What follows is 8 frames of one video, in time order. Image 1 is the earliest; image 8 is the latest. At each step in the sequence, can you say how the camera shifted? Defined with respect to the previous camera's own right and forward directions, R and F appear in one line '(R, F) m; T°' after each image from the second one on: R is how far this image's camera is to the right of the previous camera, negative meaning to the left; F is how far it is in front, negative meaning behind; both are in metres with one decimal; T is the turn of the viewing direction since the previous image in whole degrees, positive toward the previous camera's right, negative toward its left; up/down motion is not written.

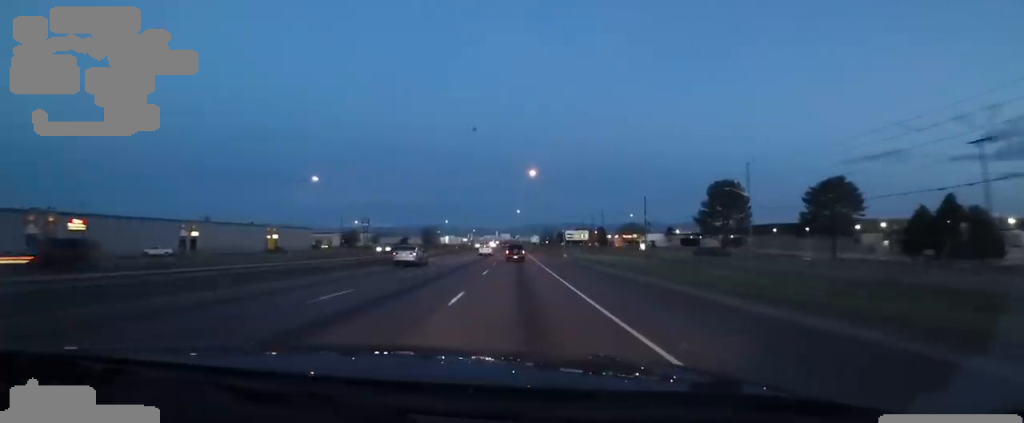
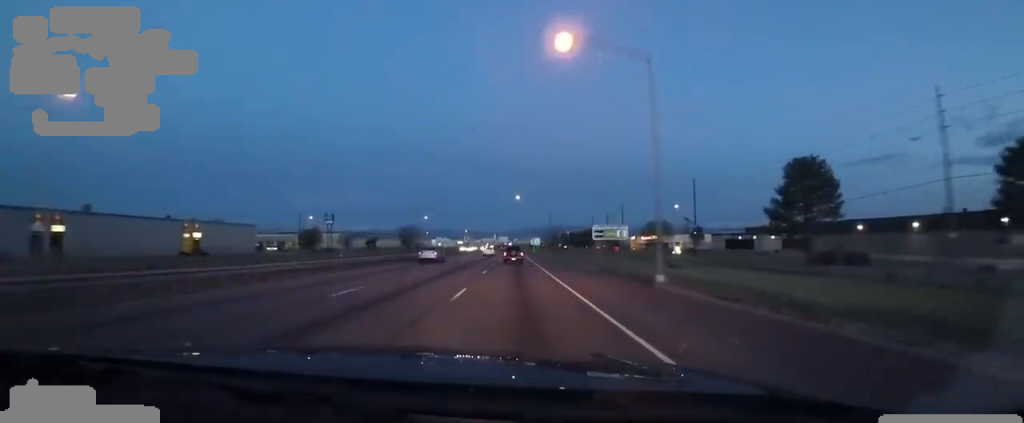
(0.0, +34.4) m; 0°
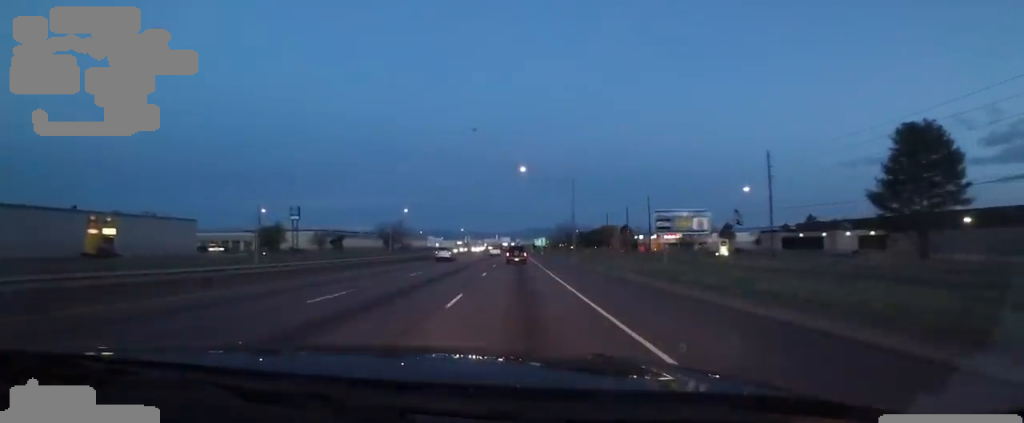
(0.0, +25.5) m; 0°
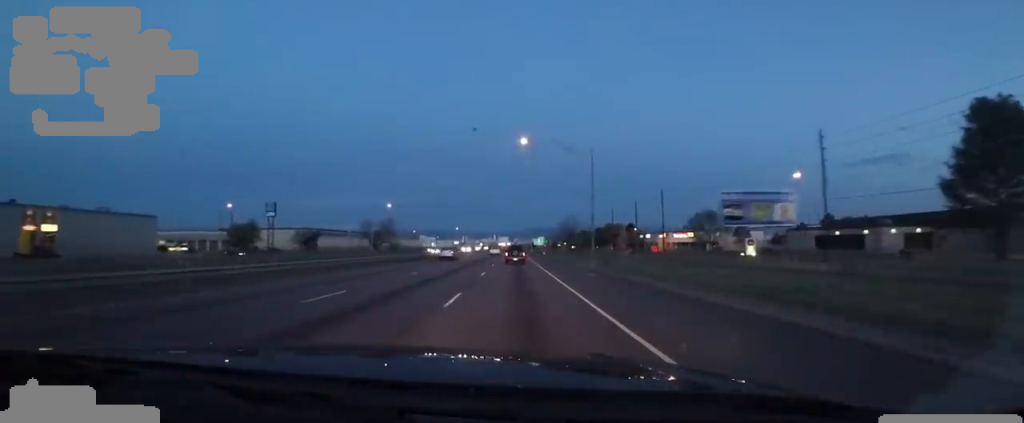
(0.0, +12.1) m; 0°
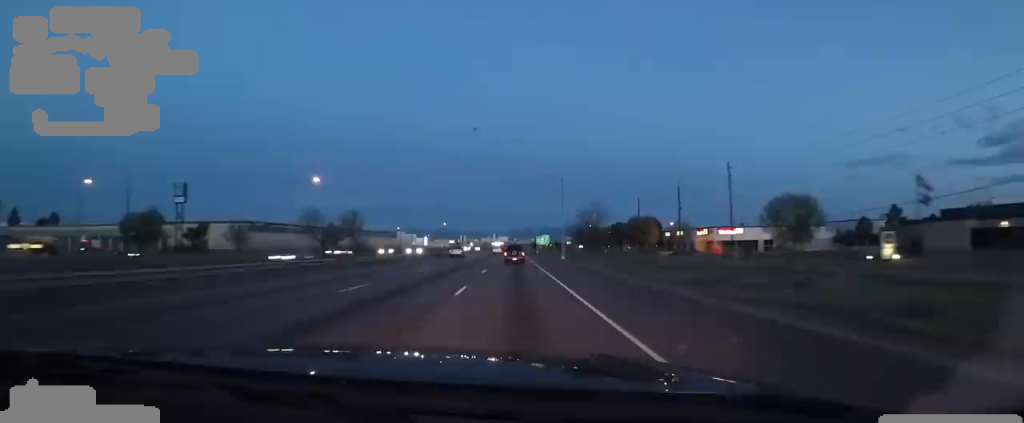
(0.0, +33.8) m; 0°
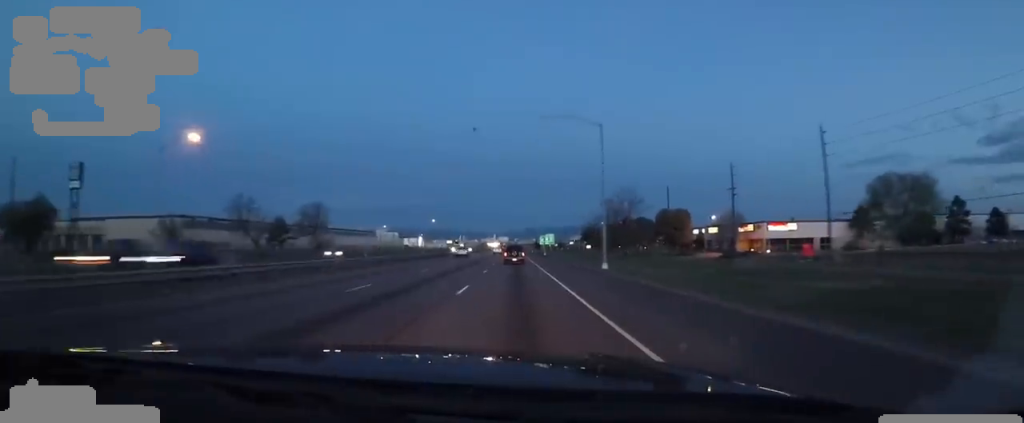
(0.0, +23.6) m; 0°
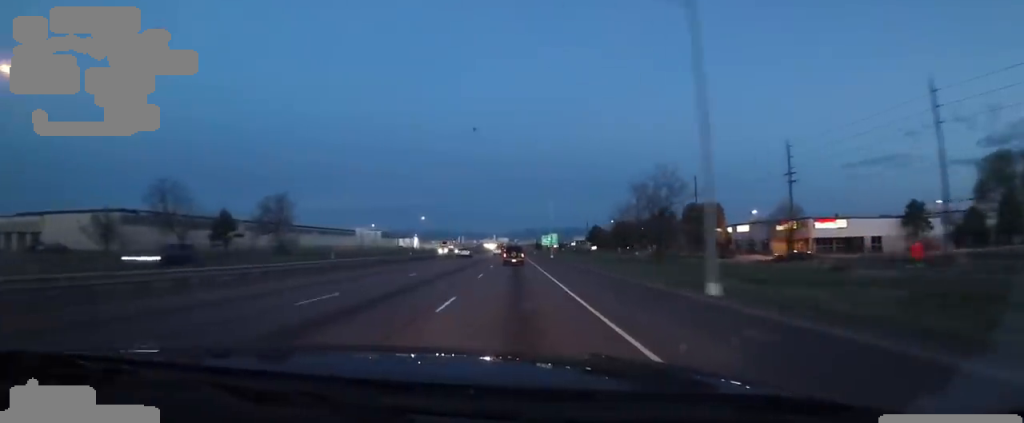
(0.0, +15.8) m; 0°
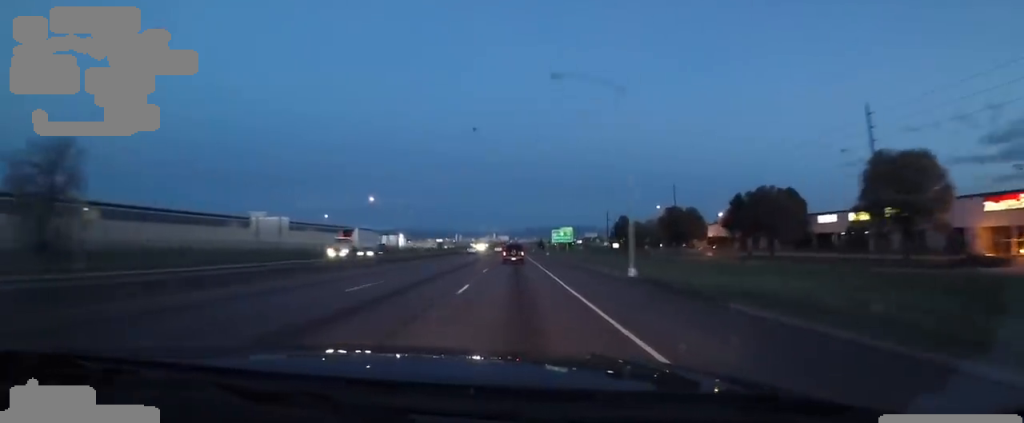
(0.0, +45.1) m; 0°
